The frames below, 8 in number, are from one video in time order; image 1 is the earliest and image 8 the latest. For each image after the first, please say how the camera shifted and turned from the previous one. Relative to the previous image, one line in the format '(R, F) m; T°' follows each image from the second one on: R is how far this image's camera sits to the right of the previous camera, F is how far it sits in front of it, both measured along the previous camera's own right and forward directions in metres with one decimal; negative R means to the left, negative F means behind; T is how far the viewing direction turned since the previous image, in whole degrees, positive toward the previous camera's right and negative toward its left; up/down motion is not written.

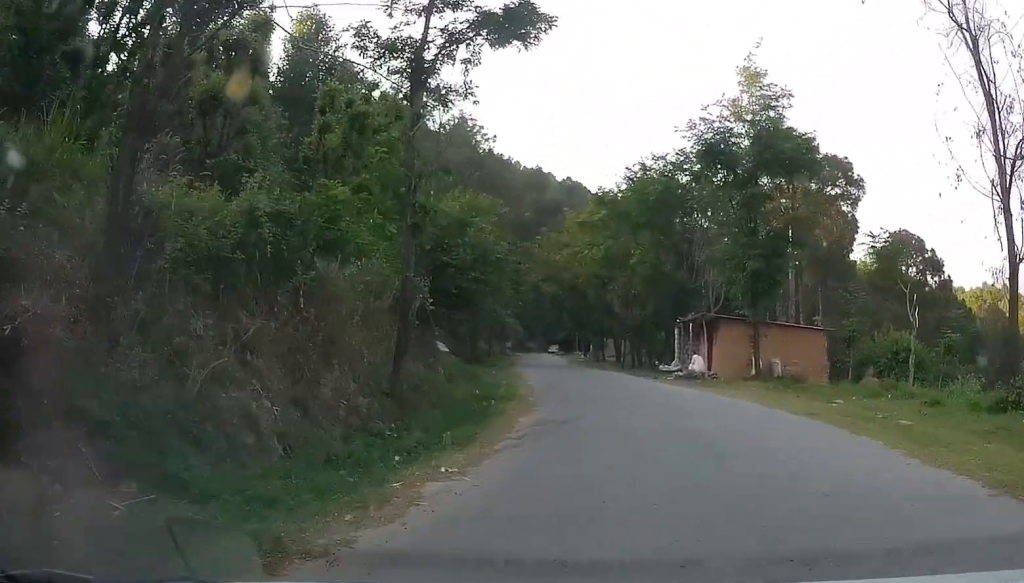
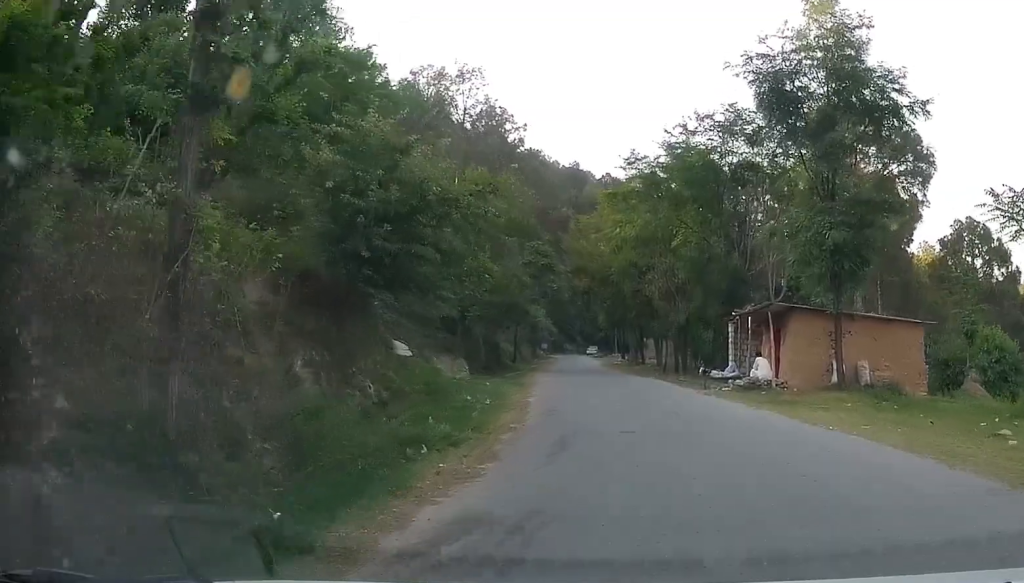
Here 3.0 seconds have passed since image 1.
(+0.5, +9.2) m; -1°
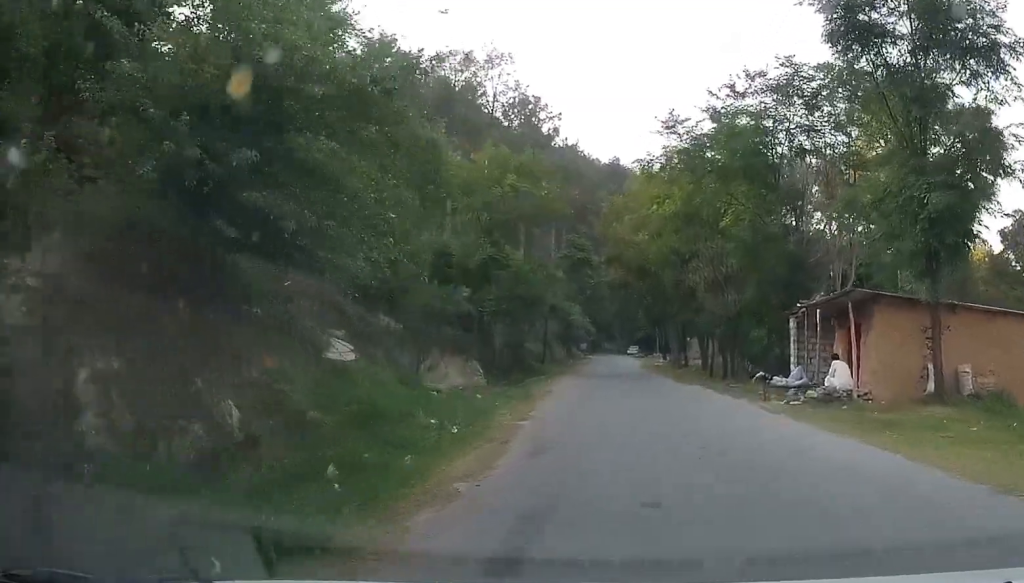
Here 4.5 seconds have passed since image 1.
(-0.6, +5.4) m; -7°
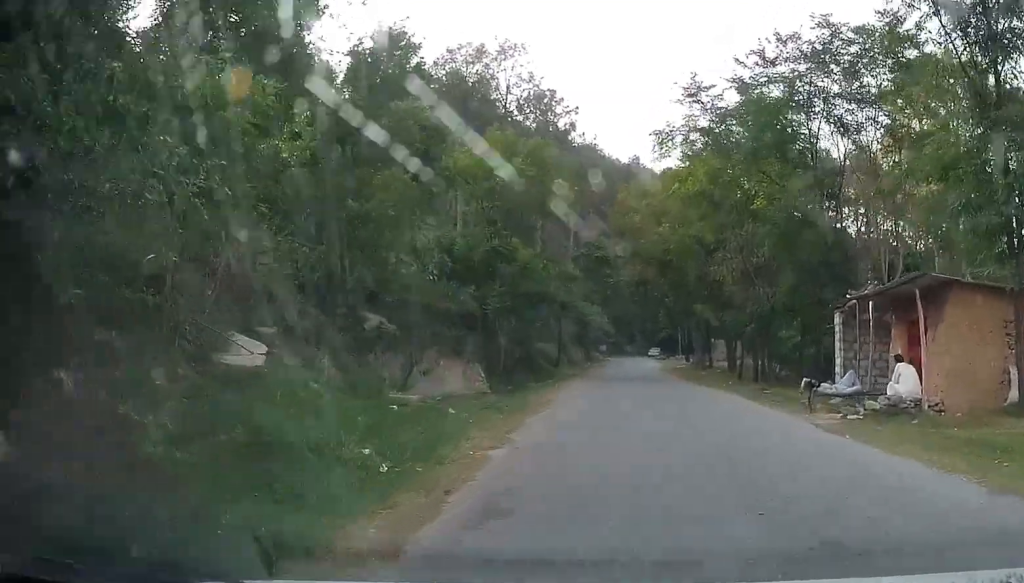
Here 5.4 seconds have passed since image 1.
(-0.1, +3.4) m; -2°
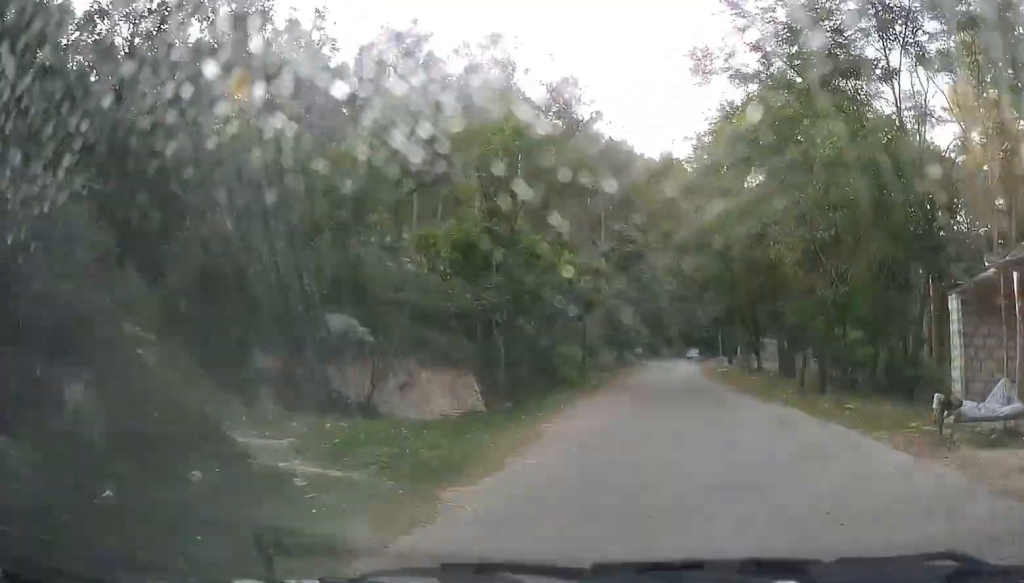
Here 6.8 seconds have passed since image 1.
(-0.1, +5.9) m; -1°
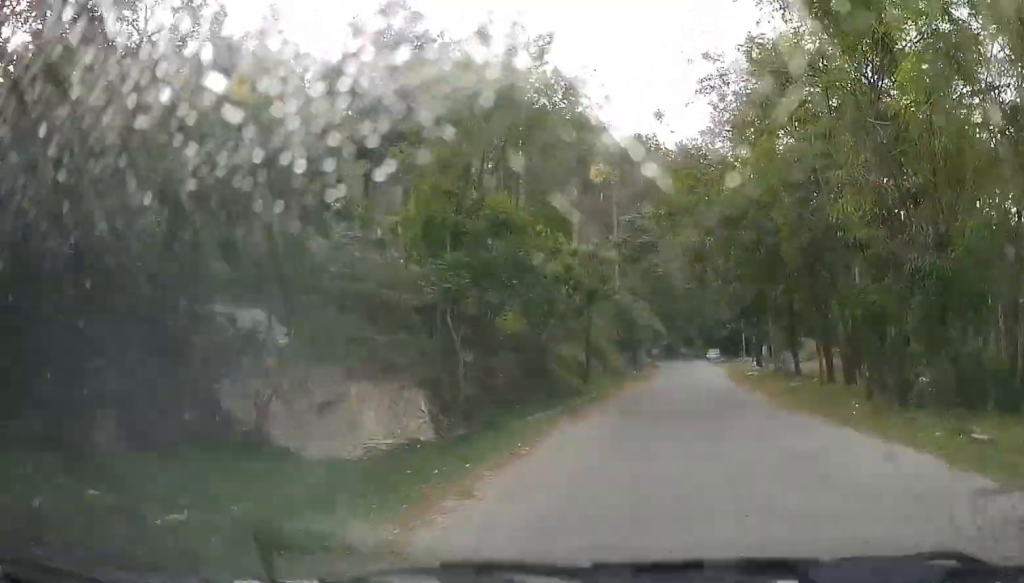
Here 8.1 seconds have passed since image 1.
(0.0, +6.3) m; -2°
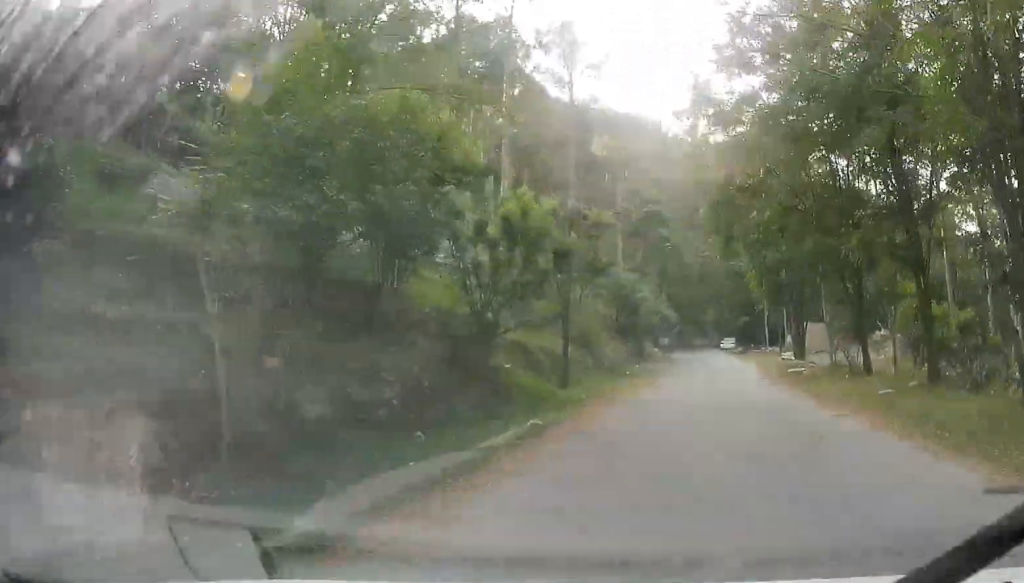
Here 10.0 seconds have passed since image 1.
(-0.2, +9.5) m; -1°
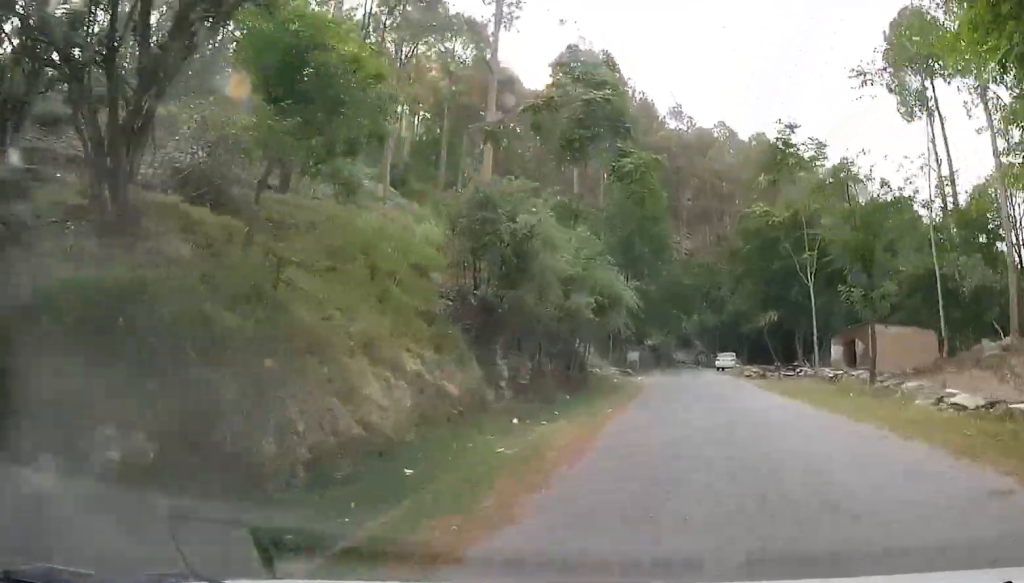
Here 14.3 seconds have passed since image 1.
(+0.6, +24.3) m; +3°
